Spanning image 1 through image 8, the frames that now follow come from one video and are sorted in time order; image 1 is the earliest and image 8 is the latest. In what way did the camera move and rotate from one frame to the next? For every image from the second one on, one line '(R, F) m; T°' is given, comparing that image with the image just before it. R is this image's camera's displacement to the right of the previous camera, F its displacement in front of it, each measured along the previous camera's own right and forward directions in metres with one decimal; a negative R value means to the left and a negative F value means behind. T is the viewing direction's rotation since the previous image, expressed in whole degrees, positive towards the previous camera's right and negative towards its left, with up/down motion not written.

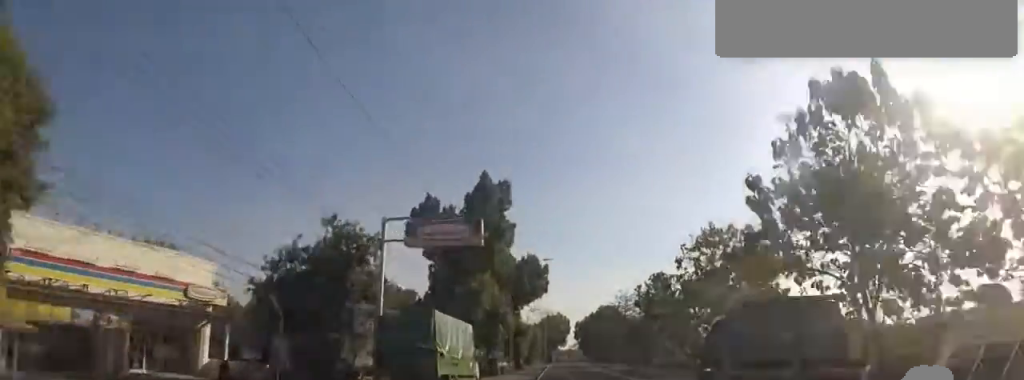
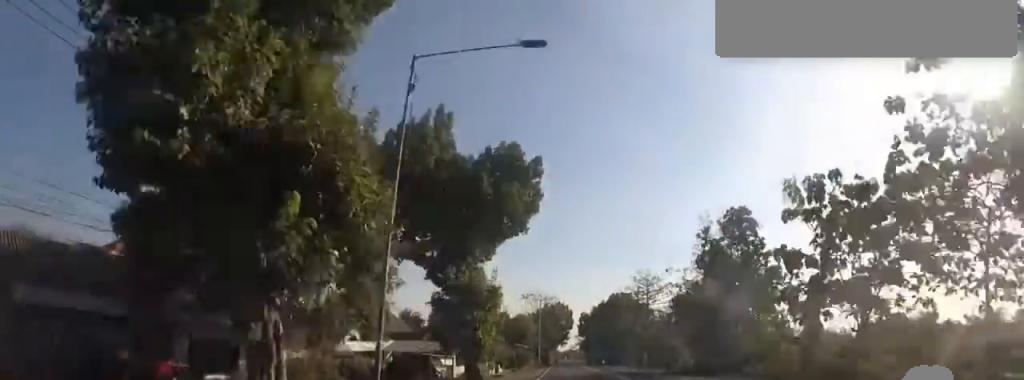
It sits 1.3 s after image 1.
(0.0, +30.6) m; 0°
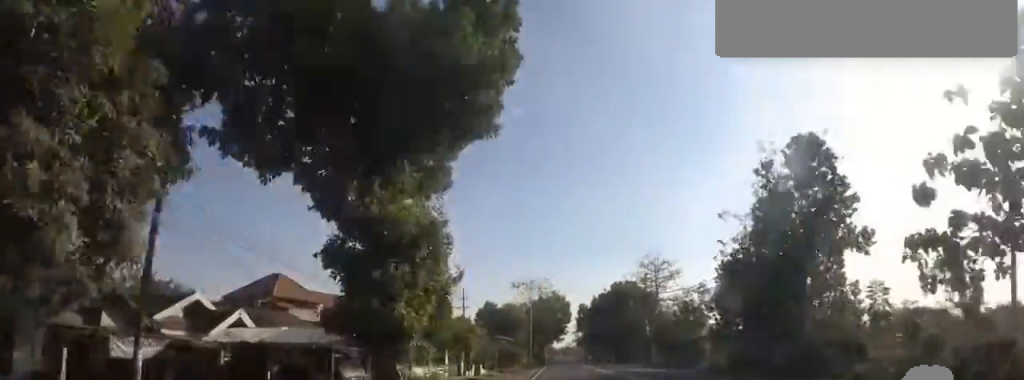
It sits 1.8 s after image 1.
(0.0, +12.5) m; 0°
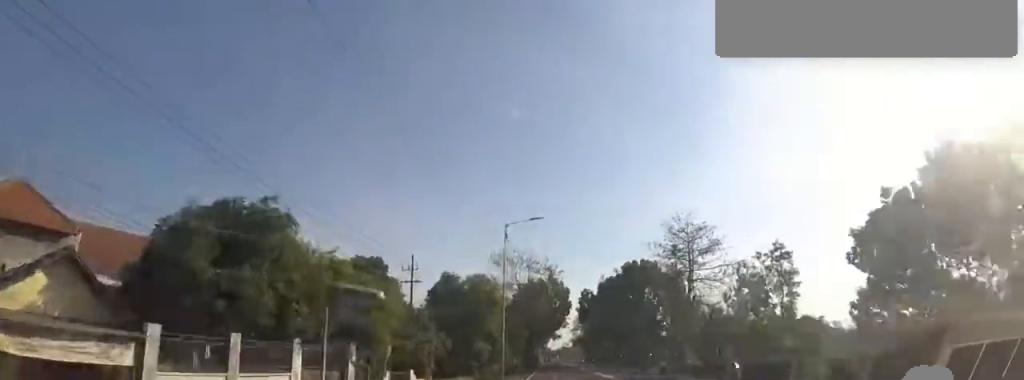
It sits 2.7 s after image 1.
(-0.1, +23.0) m; -1°
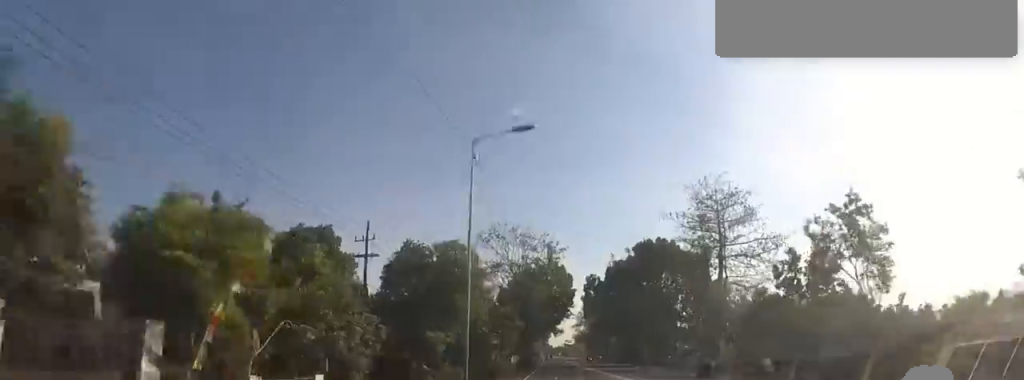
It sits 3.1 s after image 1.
(-0.2, +11.3) m; 0°
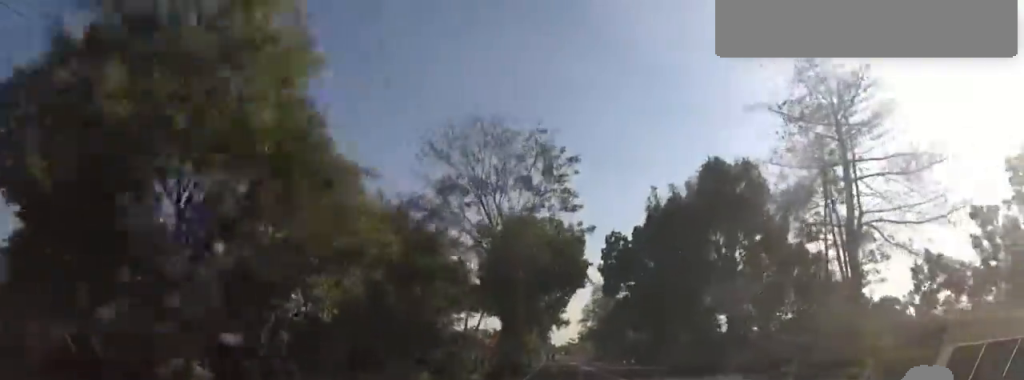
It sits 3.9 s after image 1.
(-0.2, +21.9) m; 0°
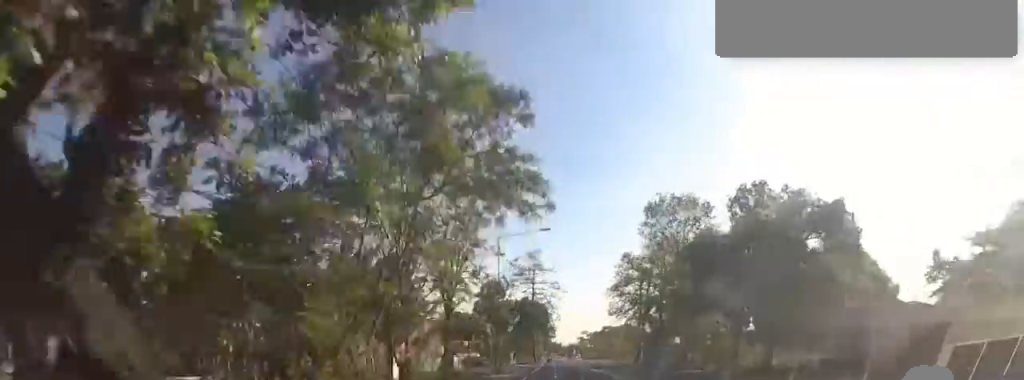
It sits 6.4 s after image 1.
(+2.3, +65.7) m; +2°
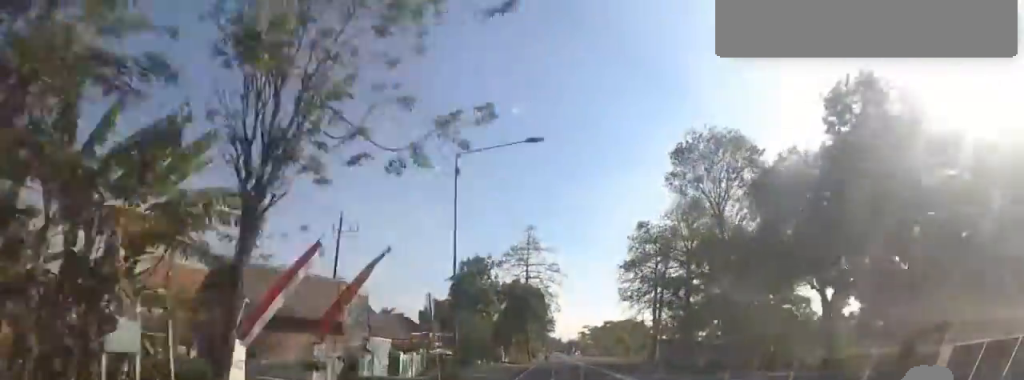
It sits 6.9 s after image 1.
(-0.1, +14.0) m; -1°
